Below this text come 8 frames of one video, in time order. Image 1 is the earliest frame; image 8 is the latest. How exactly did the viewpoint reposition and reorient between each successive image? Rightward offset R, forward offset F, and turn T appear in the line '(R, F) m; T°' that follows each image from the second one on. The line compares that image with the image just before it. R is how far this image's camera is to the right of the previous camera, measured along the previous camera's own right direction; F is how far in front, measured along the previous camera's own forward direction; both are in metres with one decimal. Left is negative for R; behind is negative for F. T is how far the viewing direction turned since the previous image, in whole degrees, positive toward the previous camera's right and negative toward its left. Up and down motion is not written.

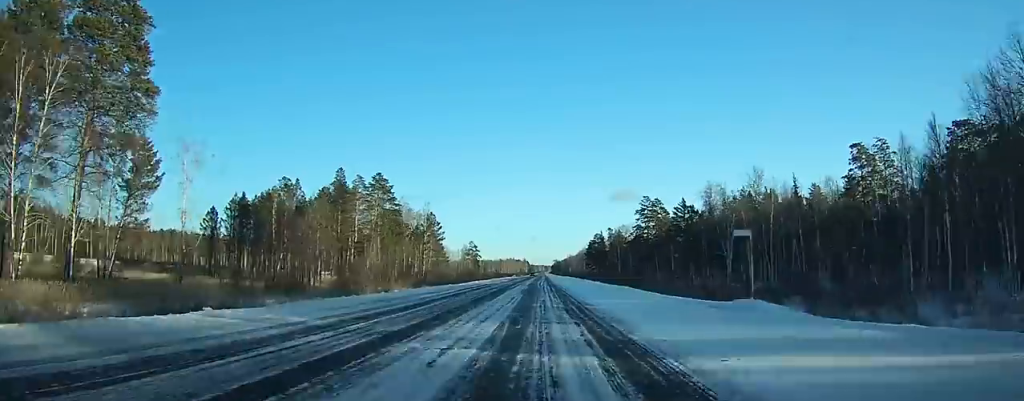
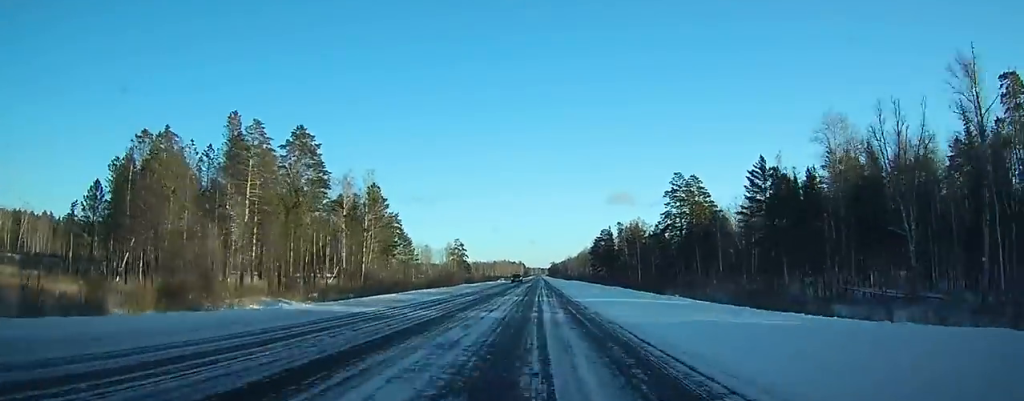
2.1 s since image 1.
(+0.3, +48.6) m; +1°
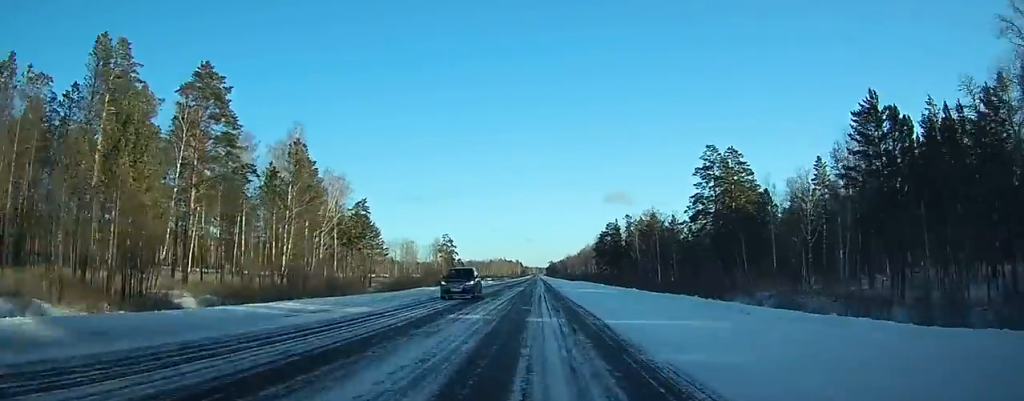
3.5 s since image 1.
(+0.1, +30.7) m; 0°
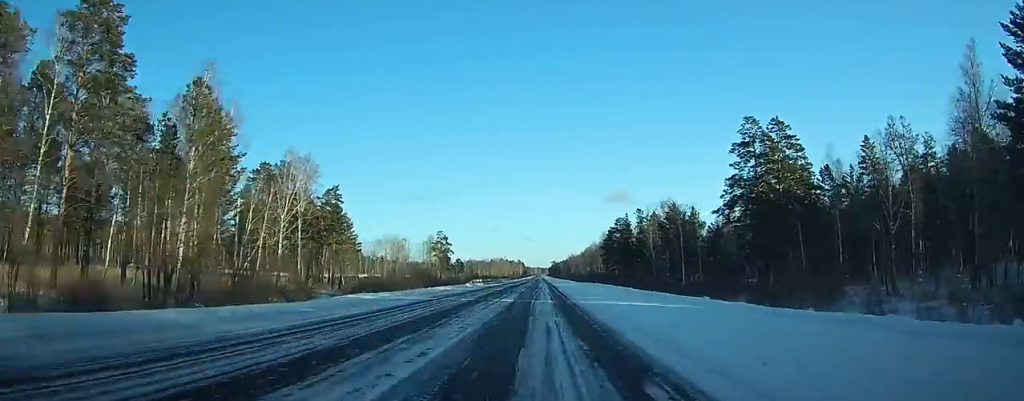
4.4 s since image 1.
(0.0, +21.5) m; 0°
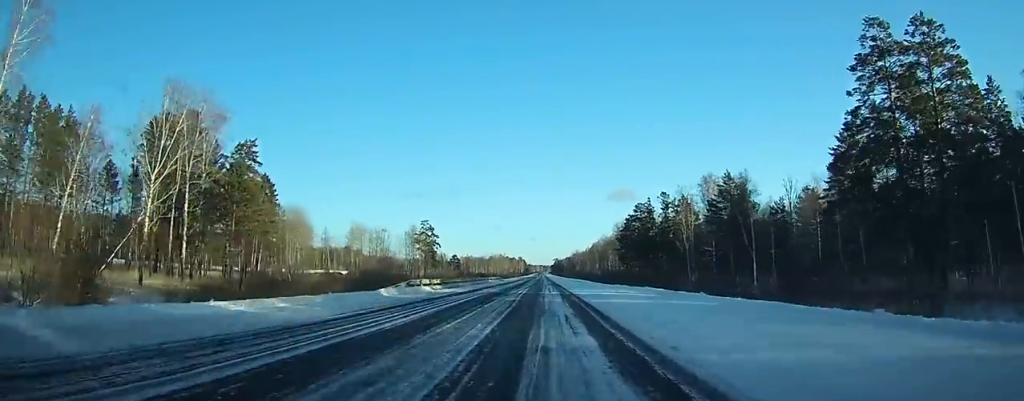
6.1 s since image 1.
(0.0, +38.7) m; 0°
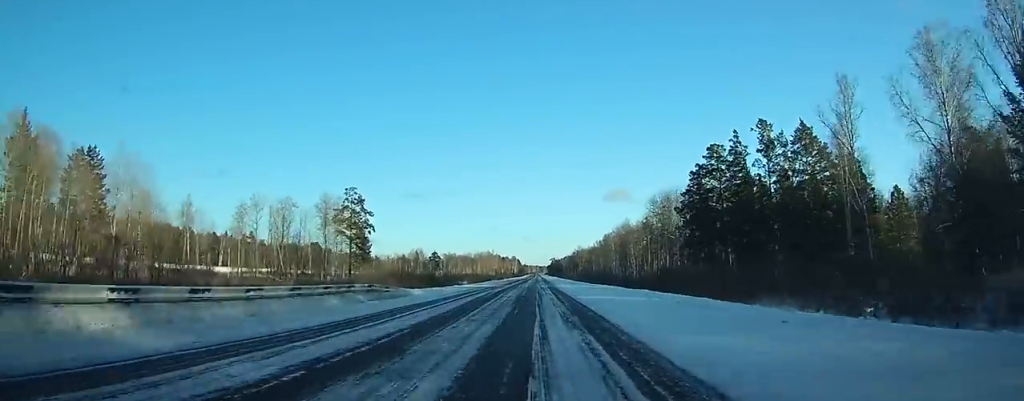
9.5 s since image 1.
(-0.4, +81.6) m; 0°
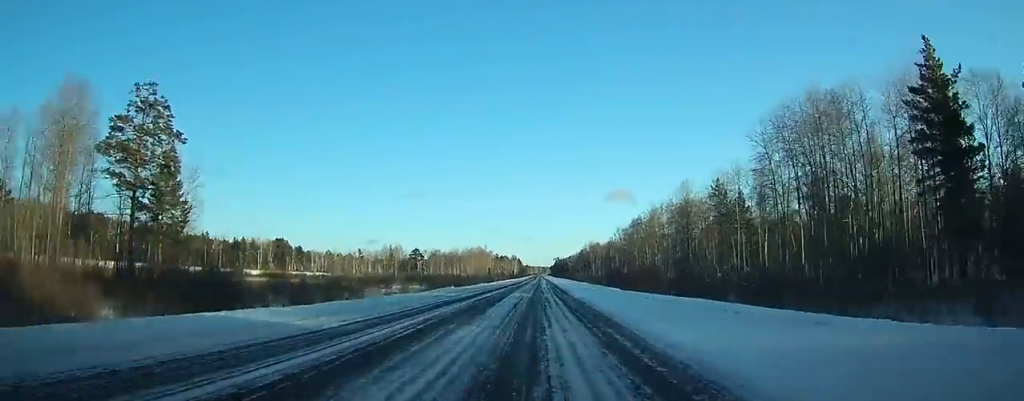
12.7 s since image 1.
(+0.2, +76.7) m; +1°
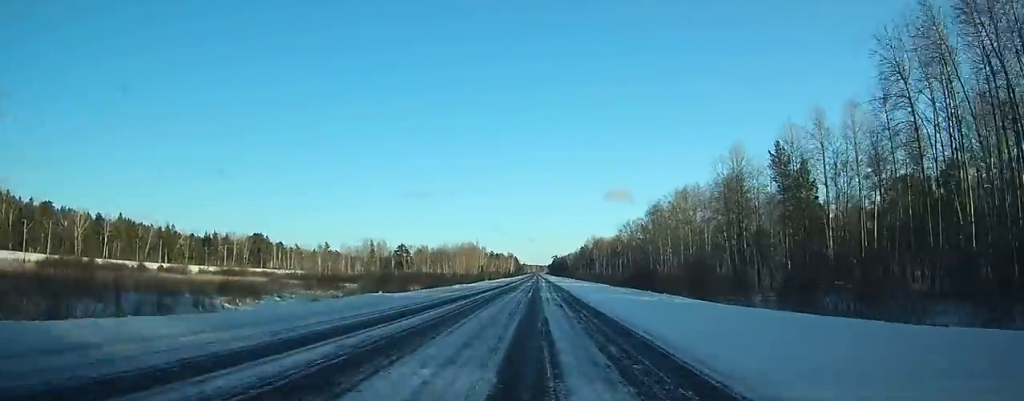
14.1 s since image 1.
(+0.1, +32.3) m; 0°
